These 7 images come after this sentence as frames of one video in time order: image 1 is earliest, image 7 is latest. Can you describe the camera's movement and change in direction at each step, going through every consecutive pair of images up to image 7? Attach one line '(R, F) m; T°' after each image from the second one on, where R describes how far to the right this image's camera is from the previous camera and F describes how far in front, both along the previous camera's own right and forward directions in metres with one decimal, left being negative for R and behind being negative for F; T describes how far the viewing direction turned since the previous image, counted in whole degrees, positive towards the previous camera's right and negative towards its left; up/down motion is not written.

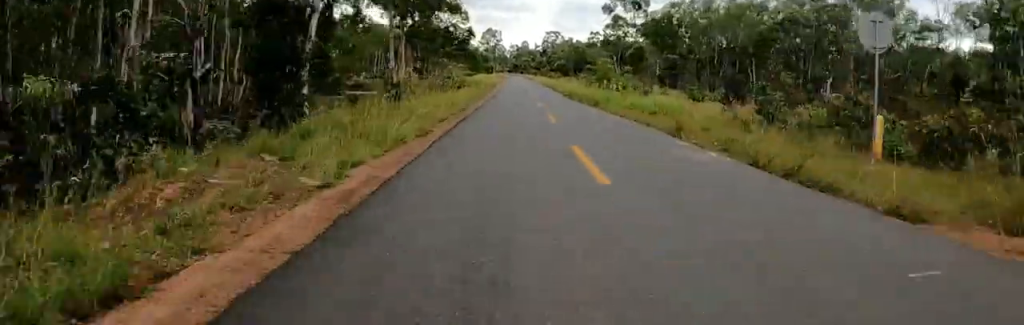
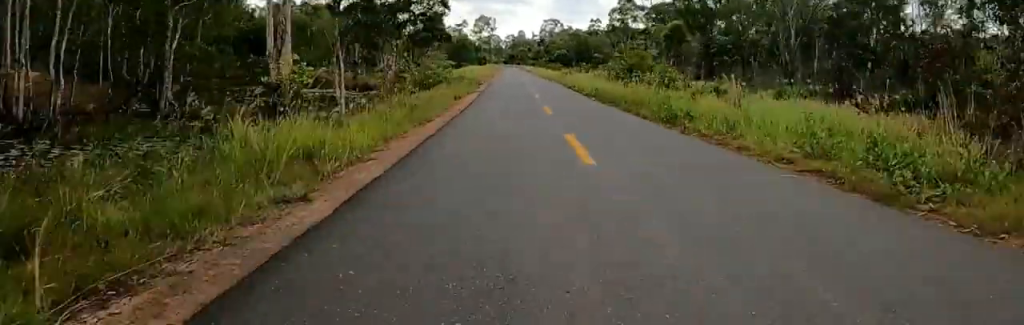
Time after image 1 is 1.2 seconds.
(-0.6, +15.7) m; -3°
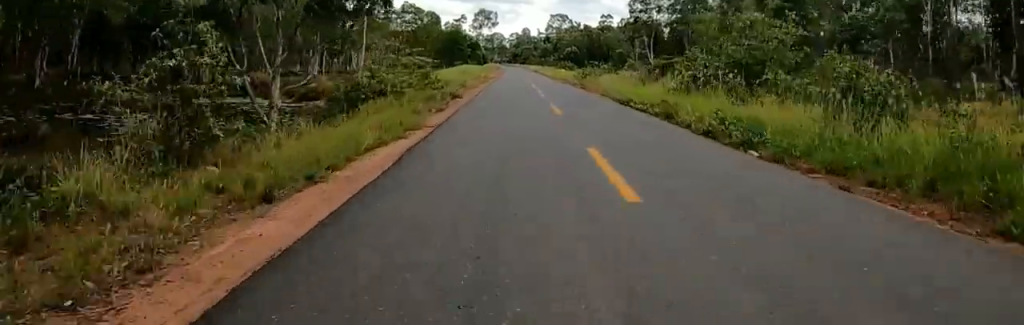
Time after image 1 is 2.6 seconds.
(0.0, +18.1) m; 0°
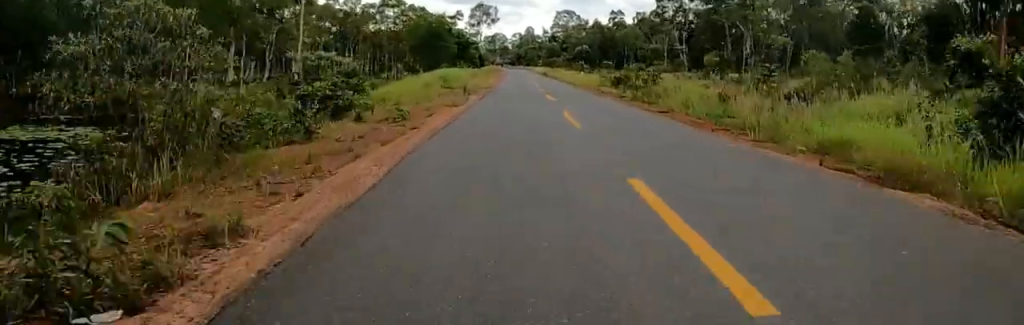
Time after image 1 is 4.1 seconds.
(0.0, +18.8) m; 0°
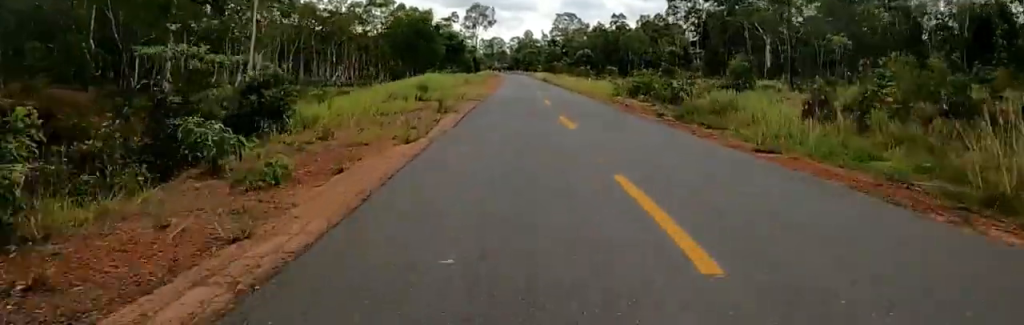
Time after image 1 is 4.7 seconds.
(0.0, +7.2) m; 0°
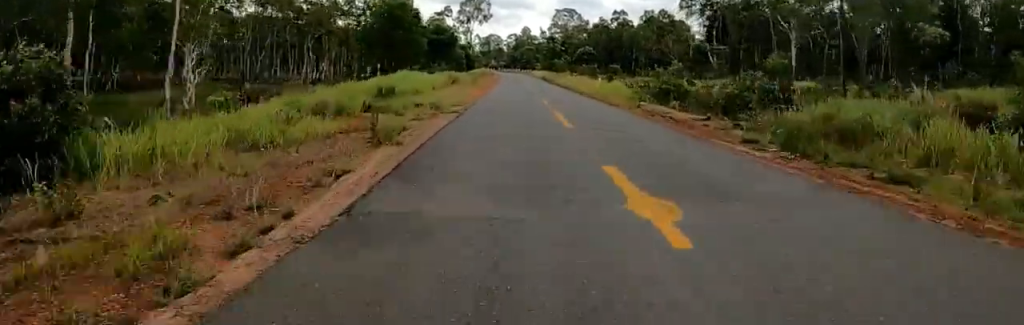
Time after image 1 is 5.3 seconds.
(0.0, +8.0) m; 0°
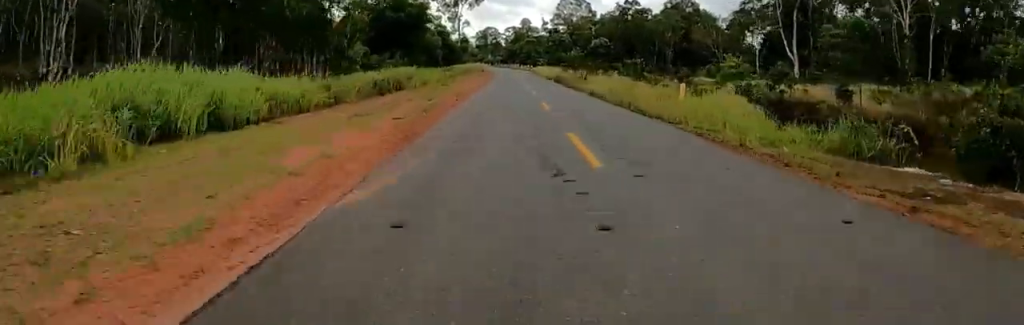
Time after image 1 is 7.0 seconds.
(0.0, +21.1) m; -4°
